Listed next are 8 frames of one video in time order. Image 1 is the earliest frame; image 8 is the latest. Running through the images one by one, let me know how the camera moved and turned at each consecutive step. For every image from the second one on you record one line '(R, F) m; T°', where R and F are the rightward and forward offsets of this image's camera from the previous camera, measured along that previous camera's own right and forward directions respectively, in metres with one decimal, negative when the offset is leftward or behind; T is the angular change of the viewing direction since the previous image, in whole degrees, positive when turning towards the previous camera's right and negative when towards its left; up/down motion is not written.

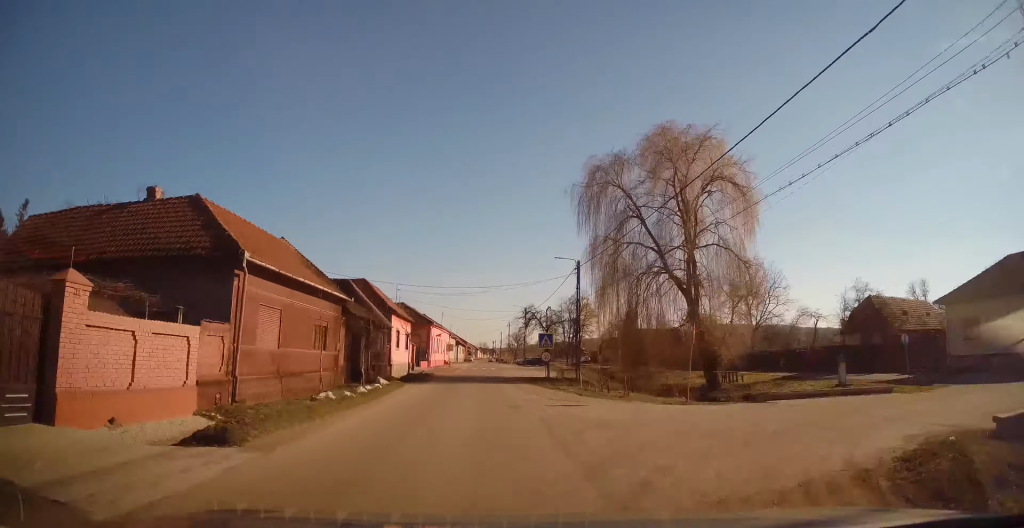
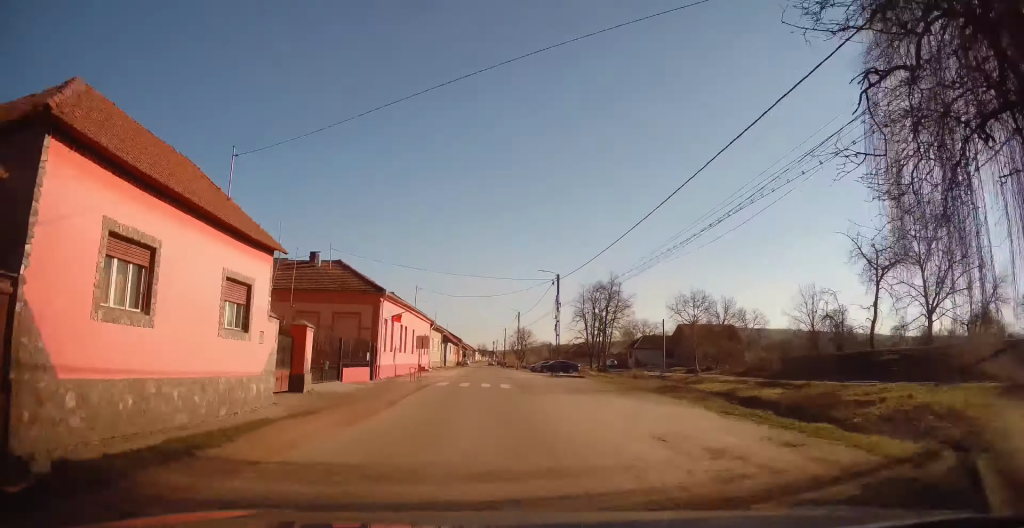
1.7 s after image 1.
(+0.4, +30.0) m; 0°
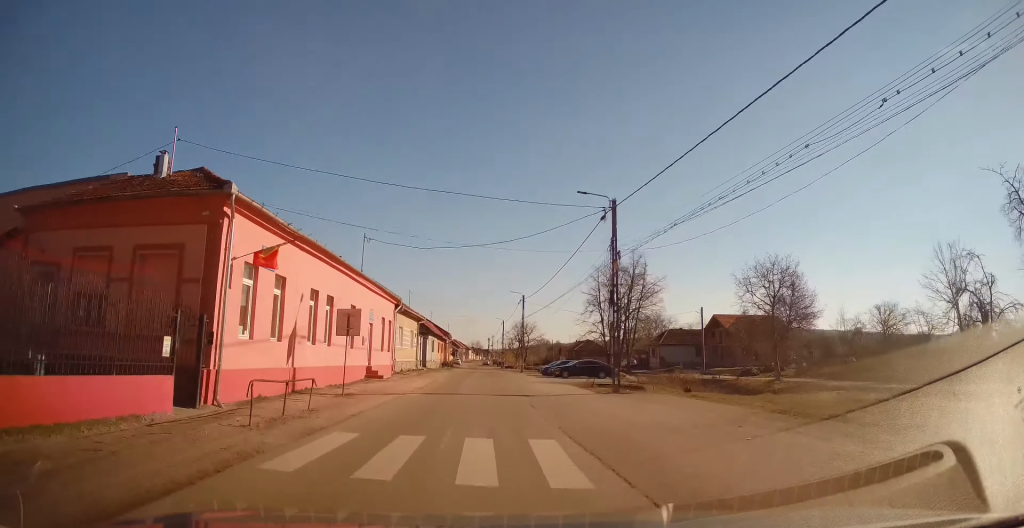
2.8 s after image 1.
(-0.5, +18.2) m; 0°
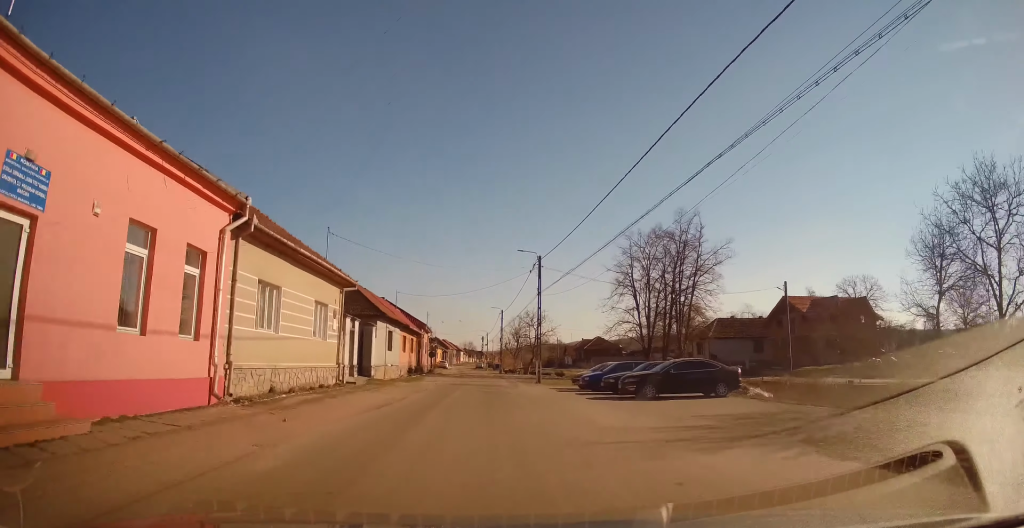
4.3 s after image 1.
(+0.6, +22.7) m; +2°
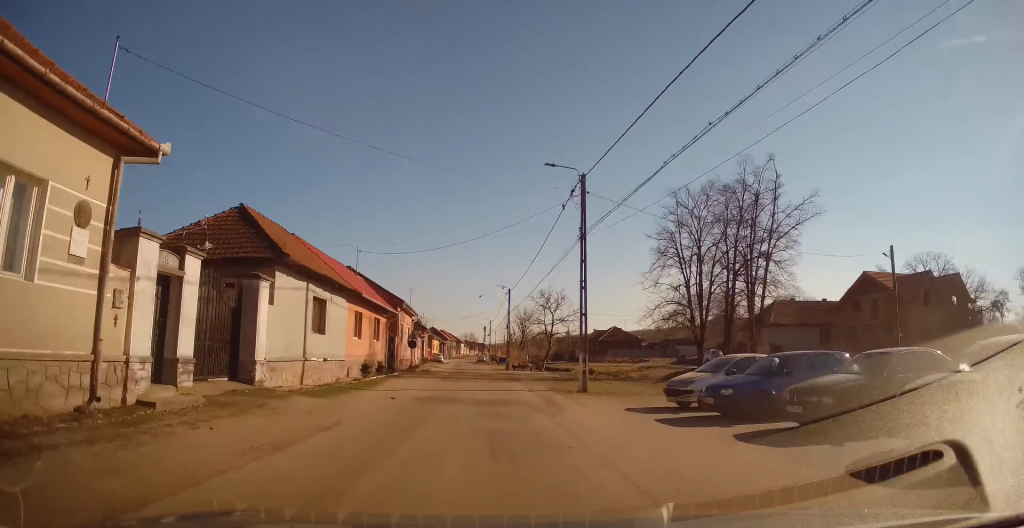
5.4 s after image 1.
(0.0, +15.5) m; -1°
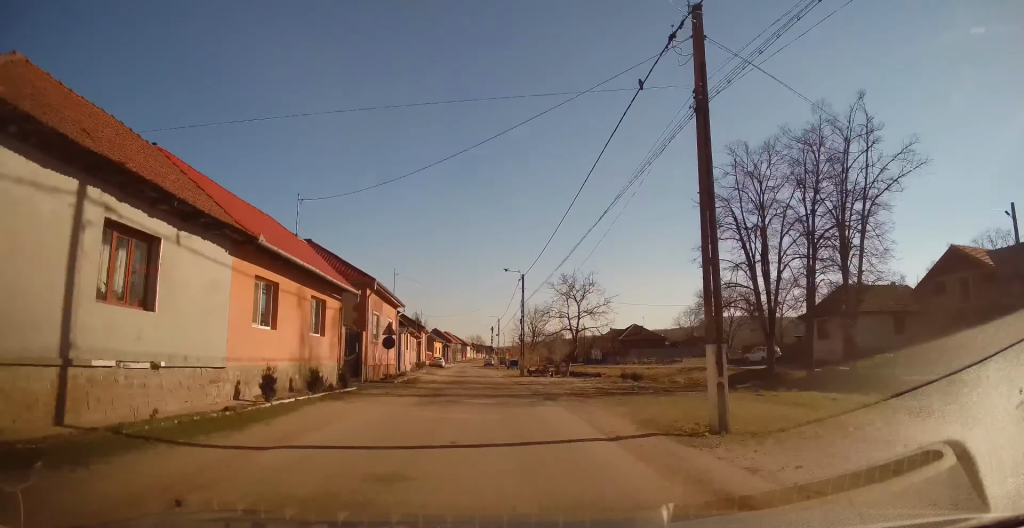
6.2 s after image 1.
(-0.1, +11.2) m; -1°
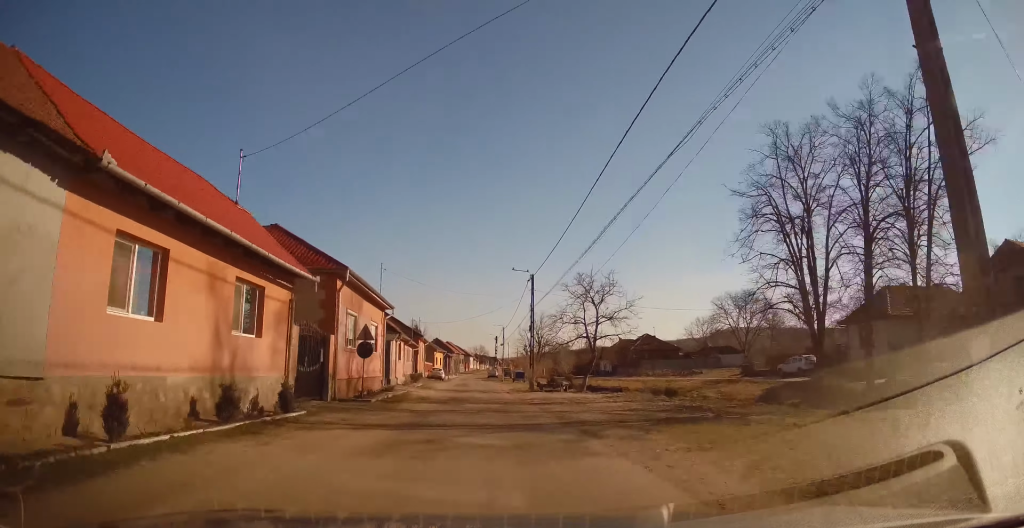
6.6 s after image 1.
(-0.1, +5.5) m; 0°
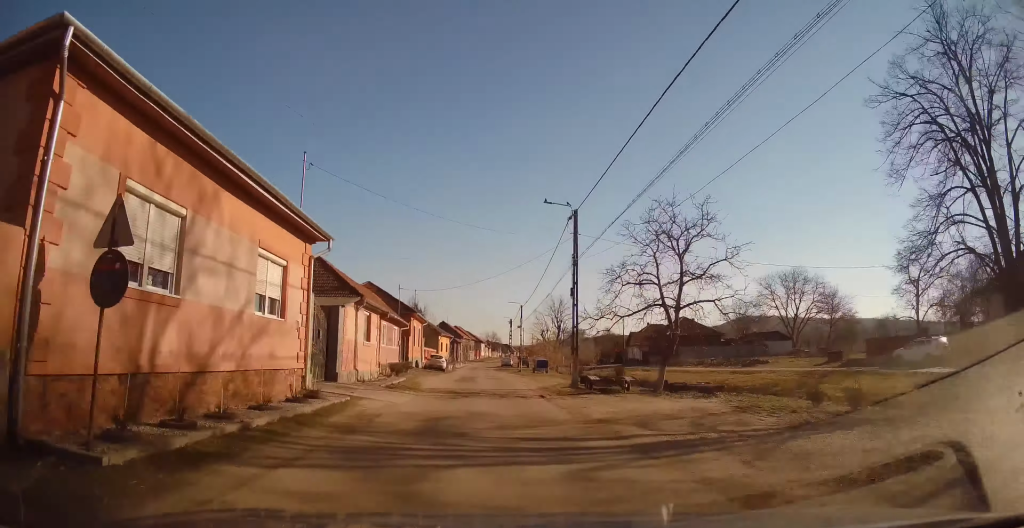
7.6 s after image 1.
(+0.1, +13.8) m; +1°
